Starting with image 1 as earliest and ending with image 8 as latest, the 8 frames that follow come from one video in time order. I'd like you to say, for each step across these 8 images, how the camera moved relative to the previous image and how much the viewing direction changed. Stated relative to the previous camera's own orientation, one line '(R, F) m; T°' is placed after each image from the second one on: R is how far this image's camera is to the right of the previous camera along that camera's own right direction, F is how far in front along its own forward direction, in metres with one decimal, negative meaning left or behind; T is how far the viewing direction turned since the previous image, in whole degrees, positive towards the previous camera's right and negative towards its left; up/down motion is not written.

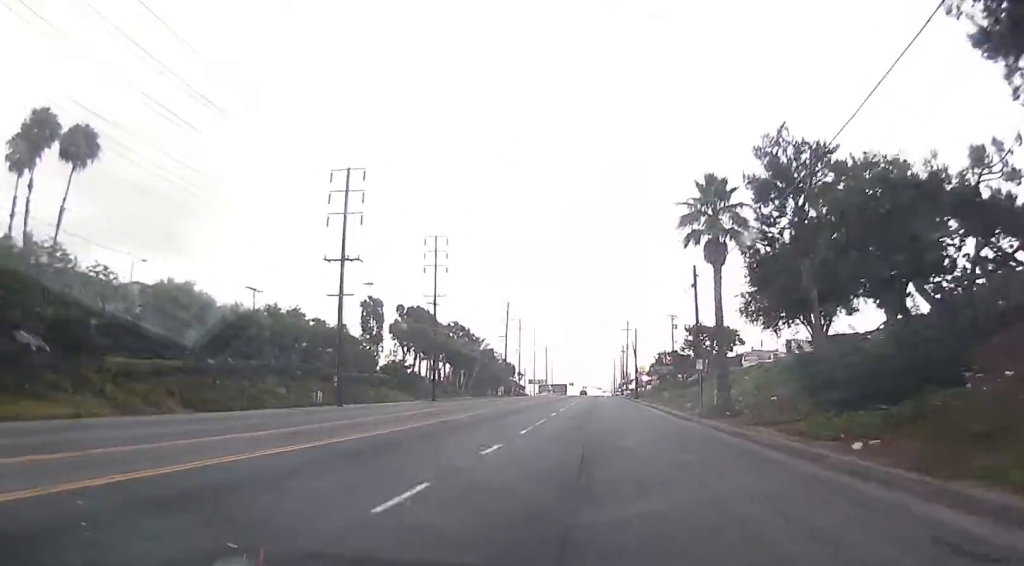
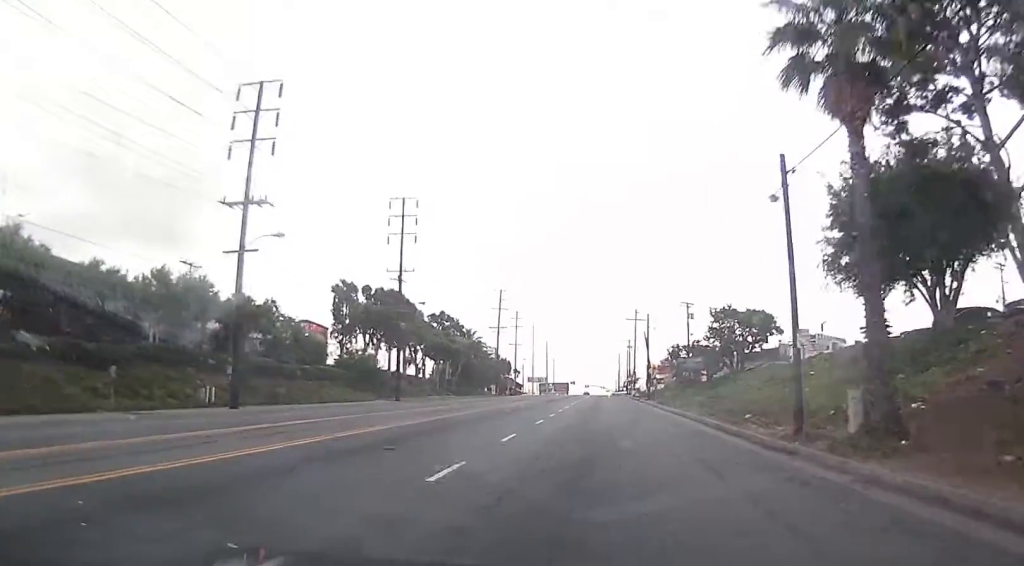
(0.0, +19.6) m; 0°
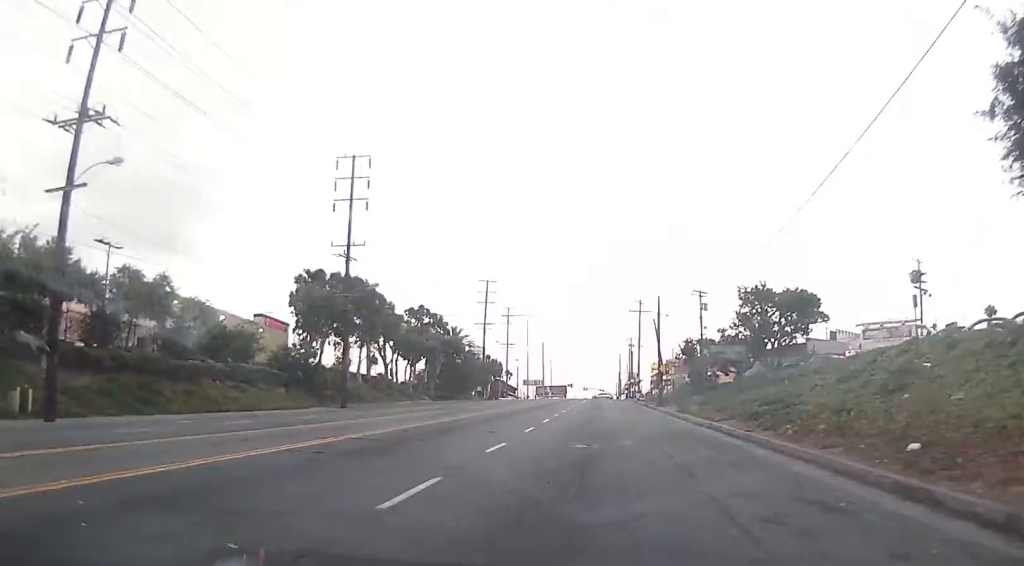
(0.0, +17.0) m; 0°
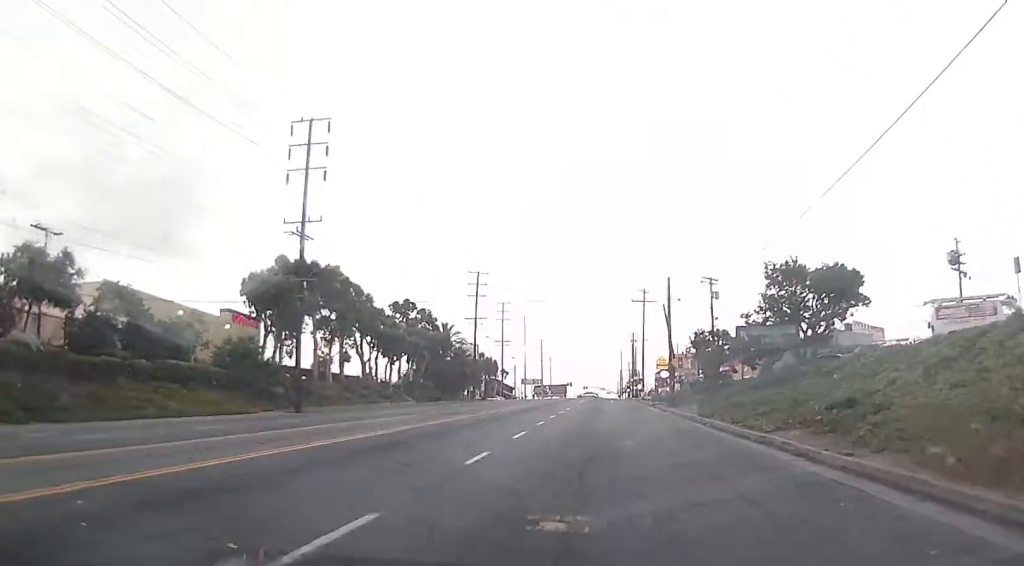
(0.0, +10.2) m; 0°
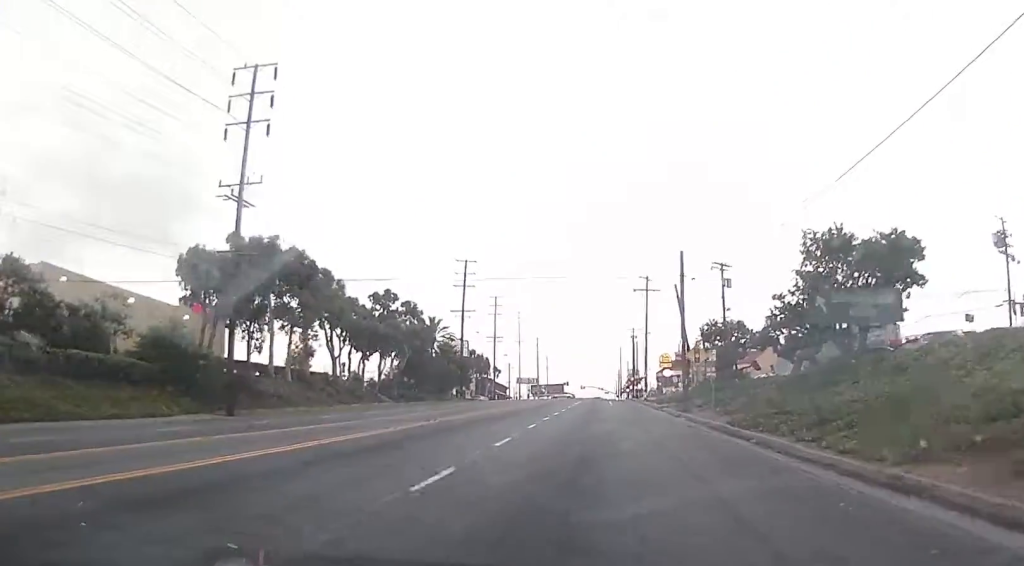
(0.0, +10.2) m; 0°
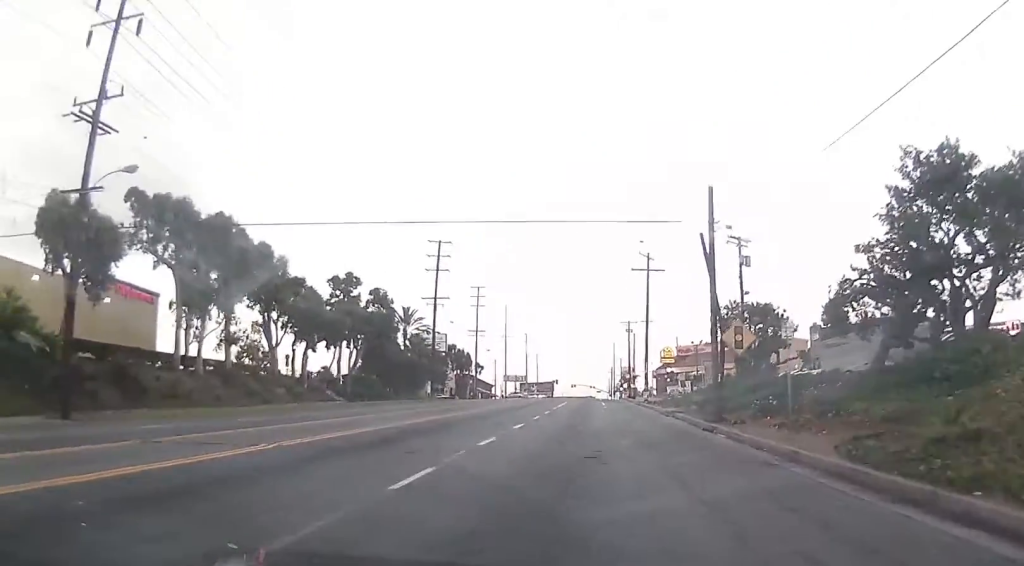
(0.0, +14.8) m; 0°
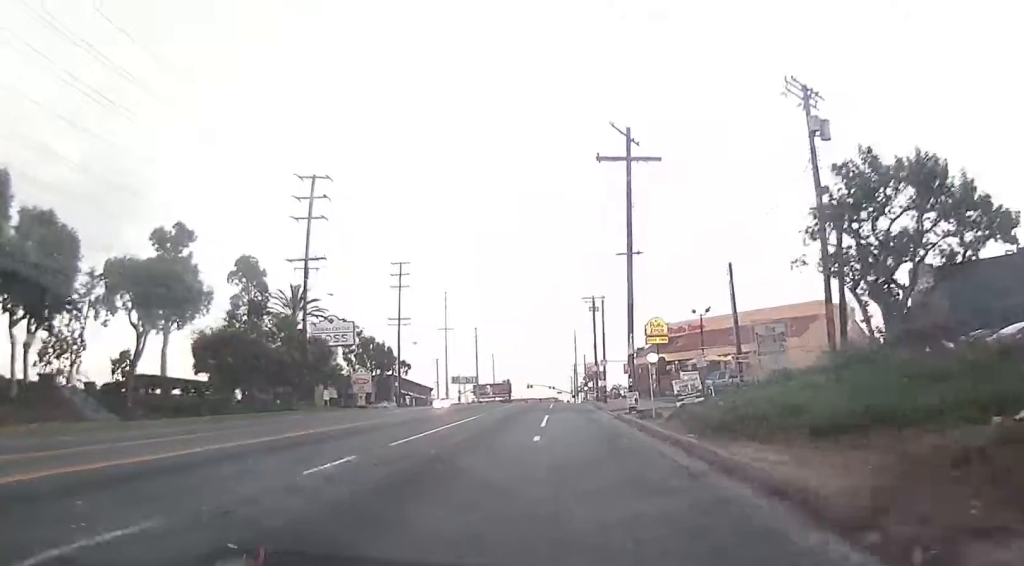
(+1.1, +35.0) m; +3°
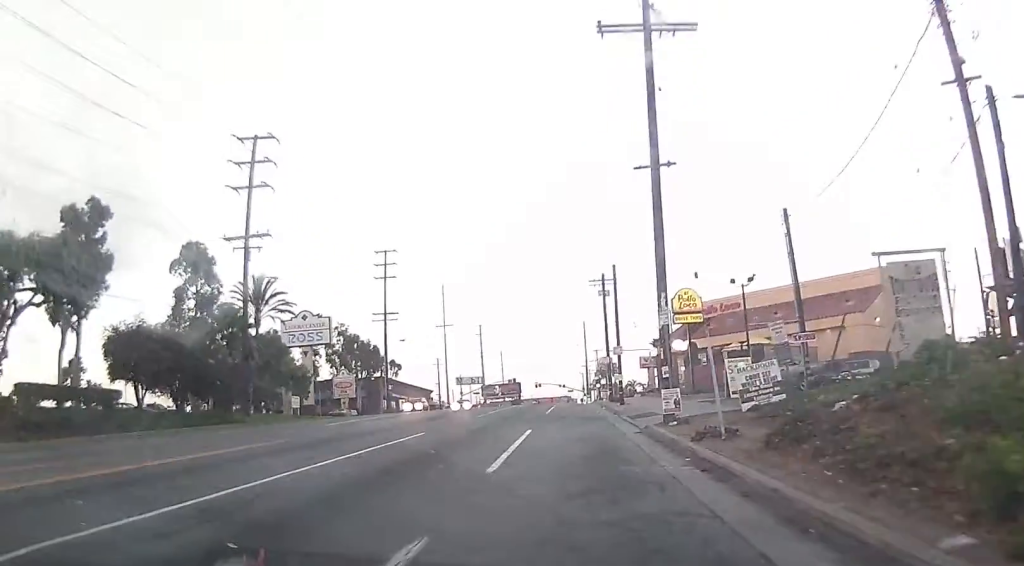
(0.0, +14.2) m; 0°
